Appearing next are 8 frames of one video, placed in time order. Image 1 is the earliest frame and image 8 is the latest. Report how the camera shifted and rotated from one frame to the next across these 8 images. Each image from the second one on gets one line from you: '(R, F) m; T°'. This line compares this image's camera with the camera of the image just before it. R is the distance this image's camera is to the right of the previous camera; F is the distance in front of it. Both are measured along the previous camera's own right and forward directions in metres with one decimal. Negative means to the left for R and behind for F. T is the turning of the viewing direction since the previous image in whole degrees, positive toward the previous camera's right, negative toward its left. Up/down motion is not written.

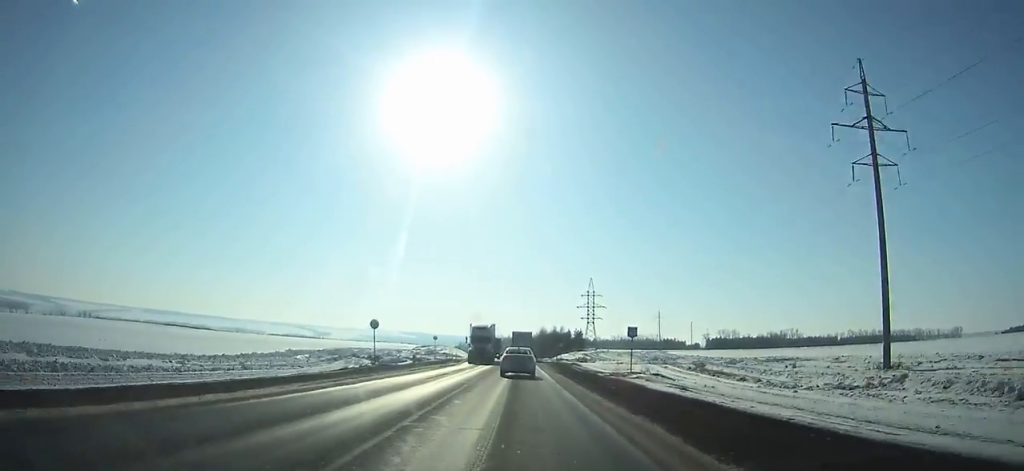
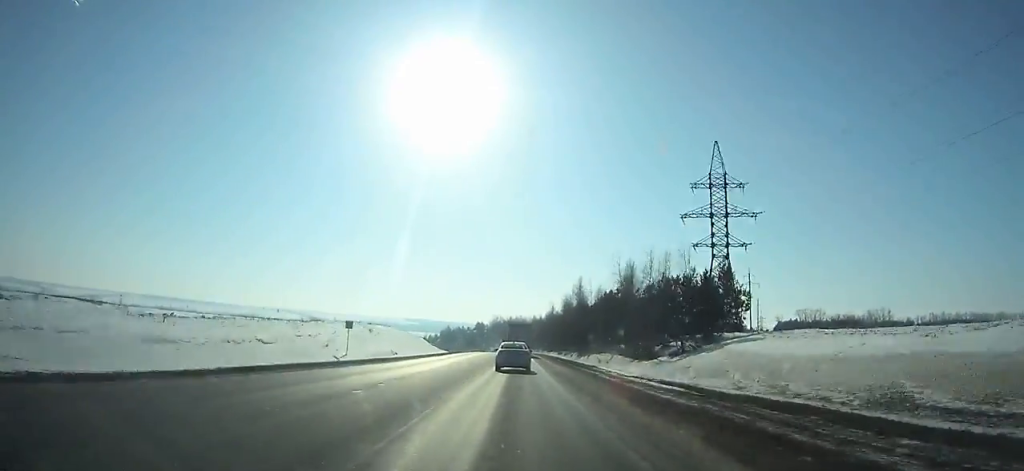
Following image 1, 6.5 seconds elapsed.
(+0.4, +132.0) m; 0°
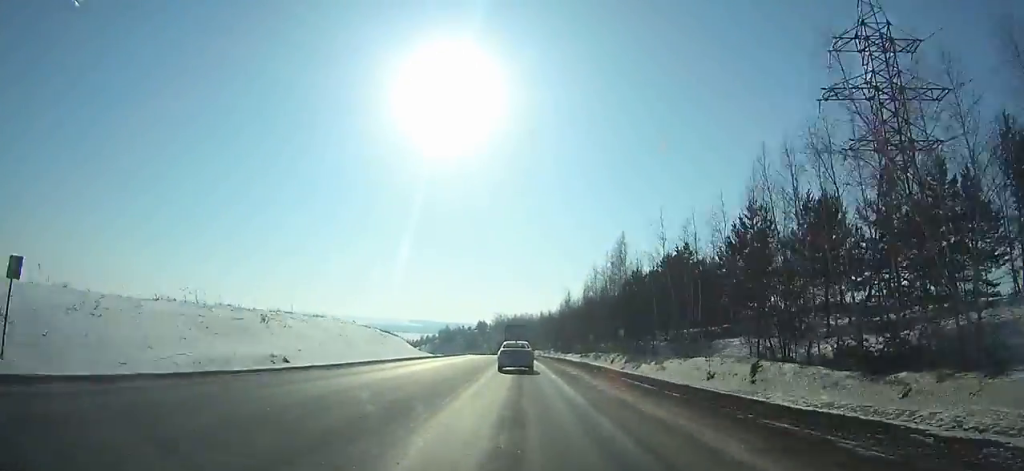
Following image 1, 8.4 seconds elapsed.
(-0.2, +38.5) m; -1°
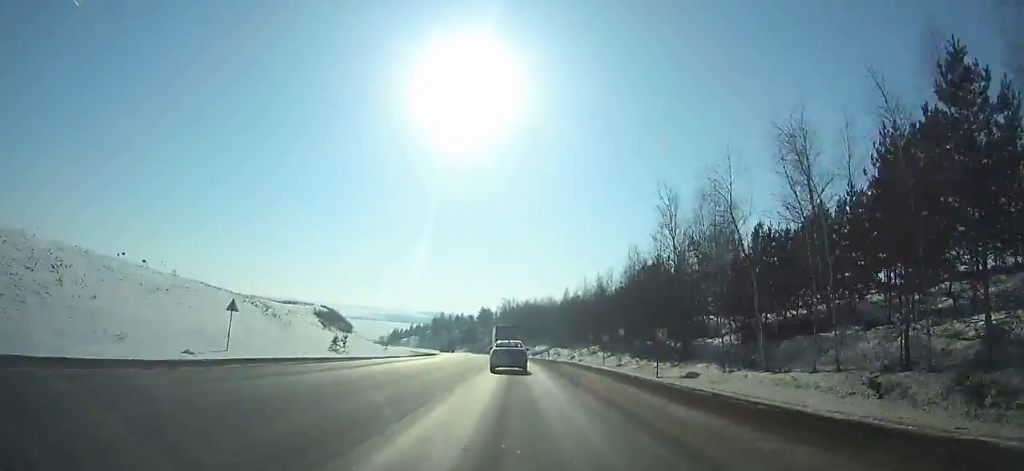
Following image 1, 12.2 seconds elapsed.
(-1.1, +76.8) m; -2°
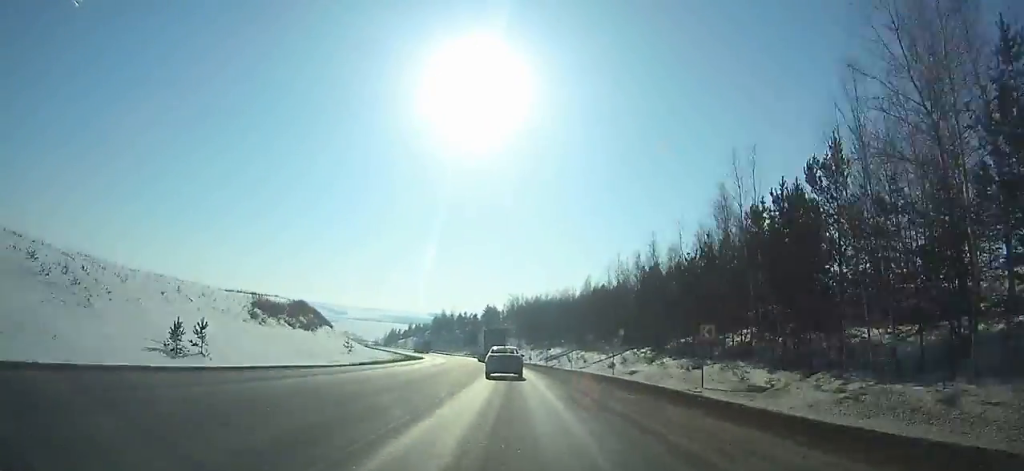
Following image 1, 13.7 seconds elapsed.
(0.0, +30.3) m; -1°
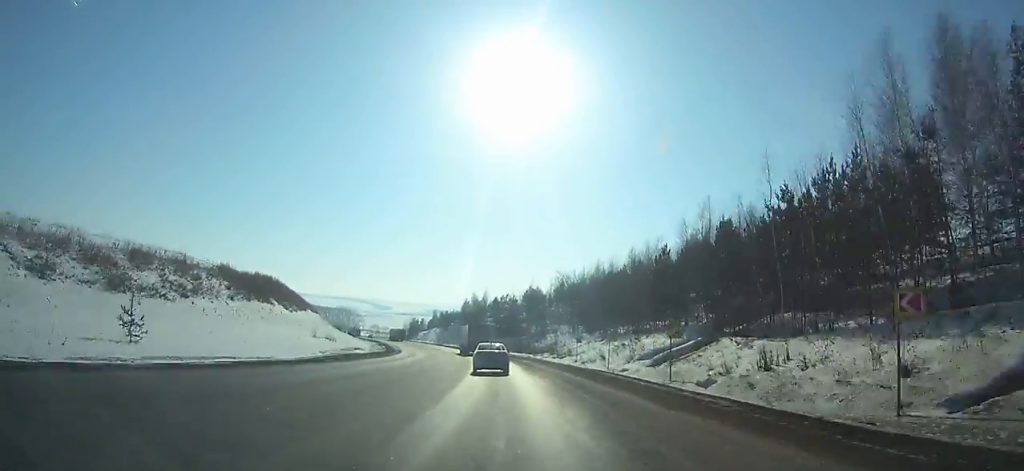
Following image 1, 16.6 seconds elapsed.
(-1.7, +58.6) m; -5°
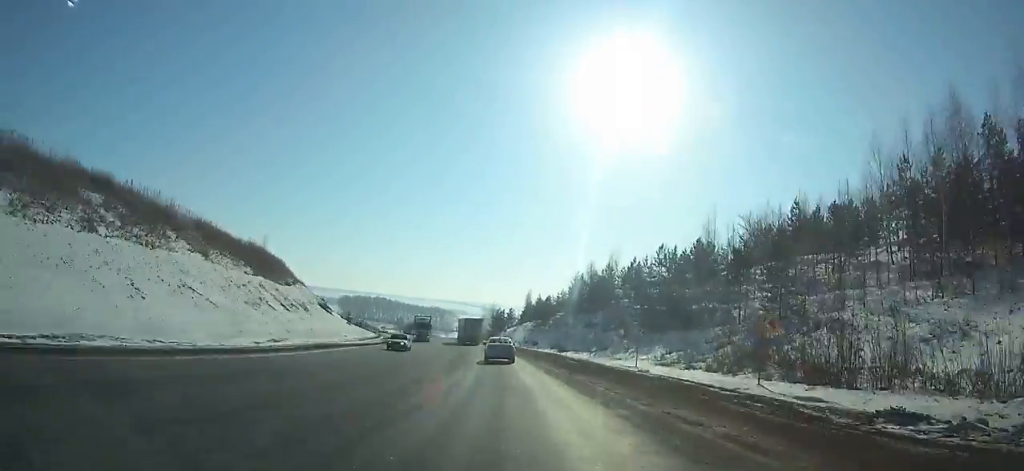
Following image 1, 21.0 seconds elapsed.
(-9.4, +89.8) m; -11°
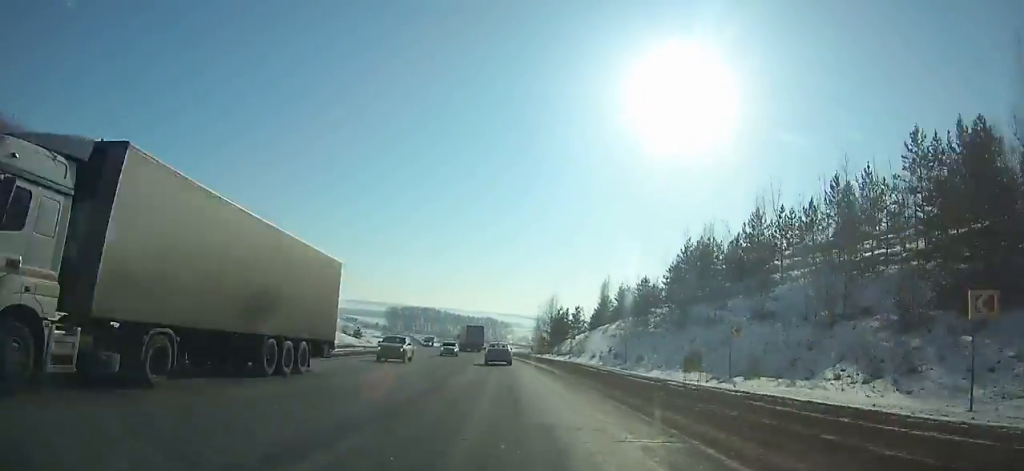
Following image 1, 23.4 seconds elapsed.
(-2.5, +50.1) m; -5°
